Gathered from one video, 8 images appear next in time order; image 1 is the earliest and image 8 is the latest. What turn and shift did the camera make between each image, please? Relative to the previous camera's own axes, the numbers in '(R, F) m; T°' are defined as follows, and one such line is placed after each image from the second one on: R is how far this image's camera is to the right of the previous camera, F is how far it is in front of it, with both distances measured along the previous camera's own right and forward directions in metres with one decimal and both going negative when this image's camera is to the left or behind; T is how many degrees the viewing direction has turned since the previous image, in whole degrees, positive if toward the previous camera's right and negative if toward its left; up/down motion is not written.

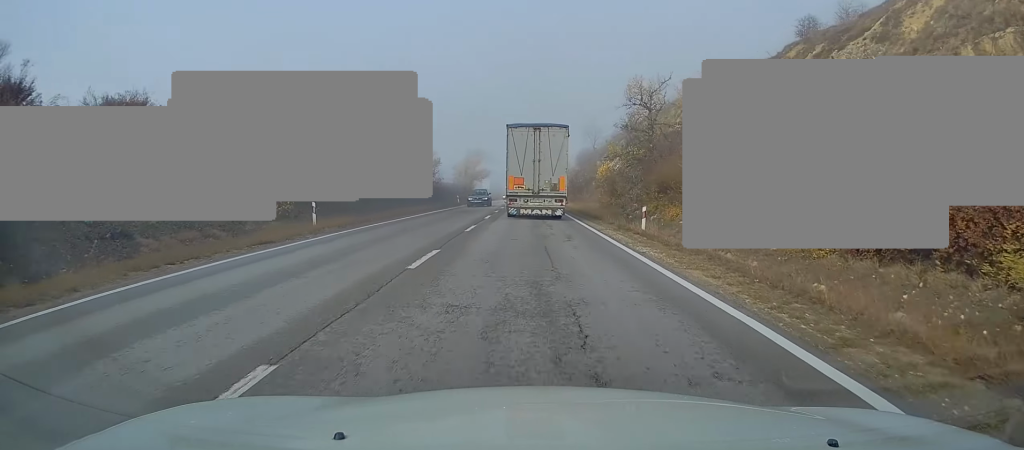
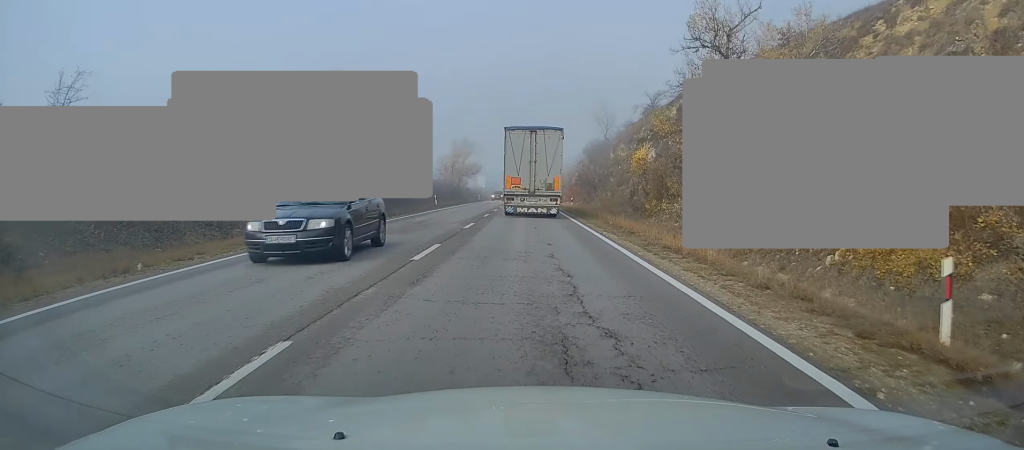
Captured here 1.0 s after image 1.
(+0.1, +16.8) m; 0°
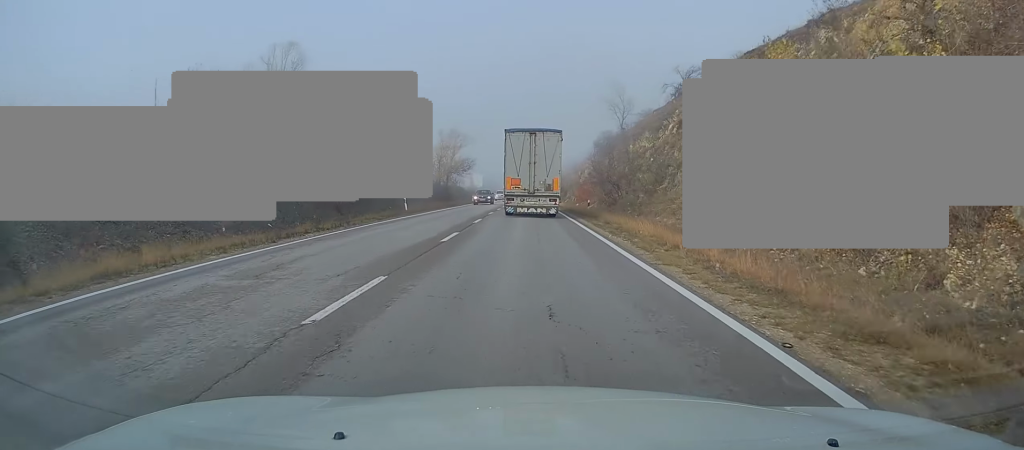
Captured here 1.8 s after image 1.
(0.0, +14.3) m; -1°
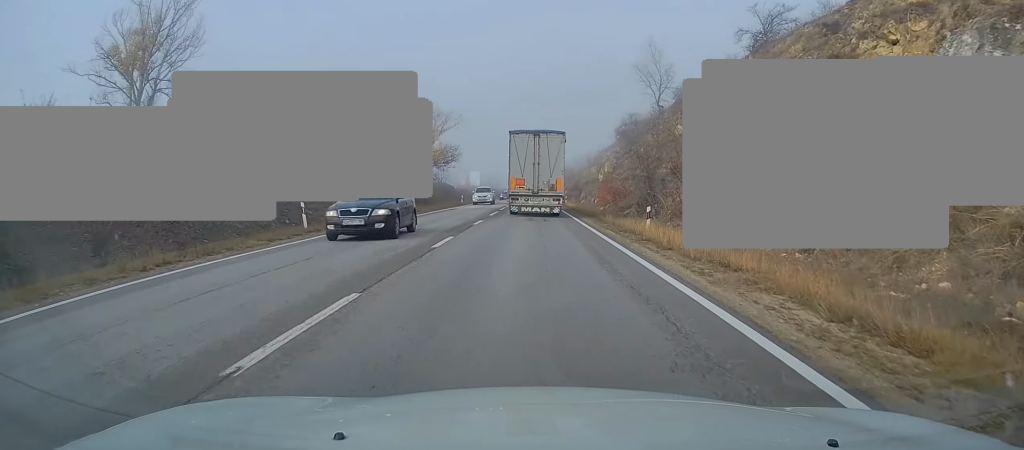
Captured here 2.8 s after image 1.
(-0.3, +19.4) m; -1°
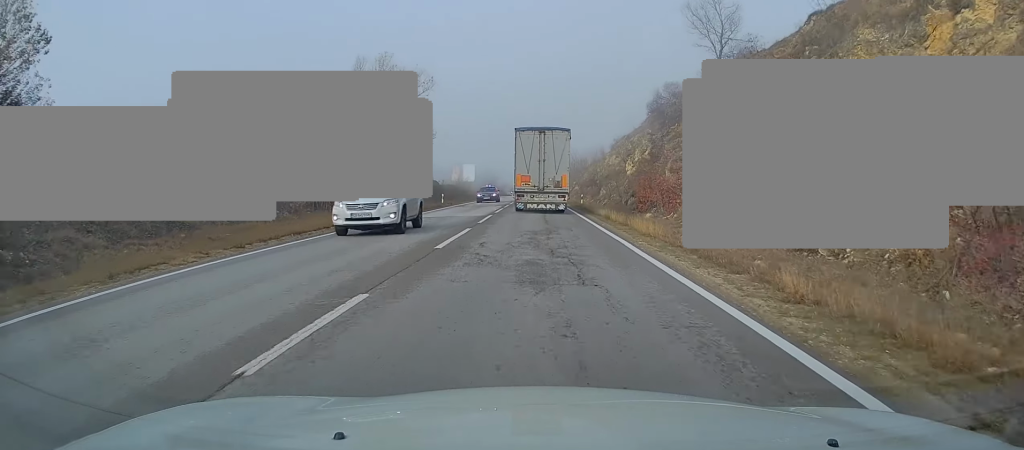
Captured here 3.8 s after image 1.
(0.0, +18.0) m; 0°
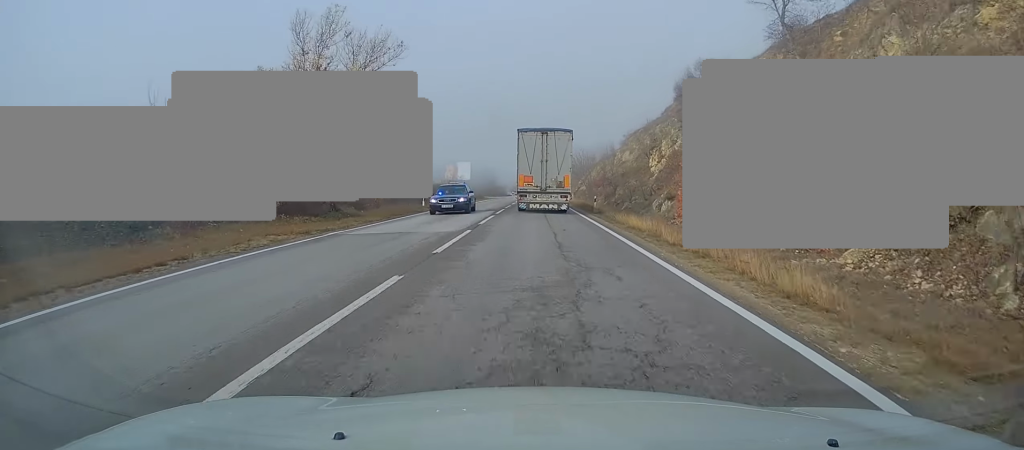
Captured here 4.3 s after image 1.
(0.0, +10.0) m; 0°
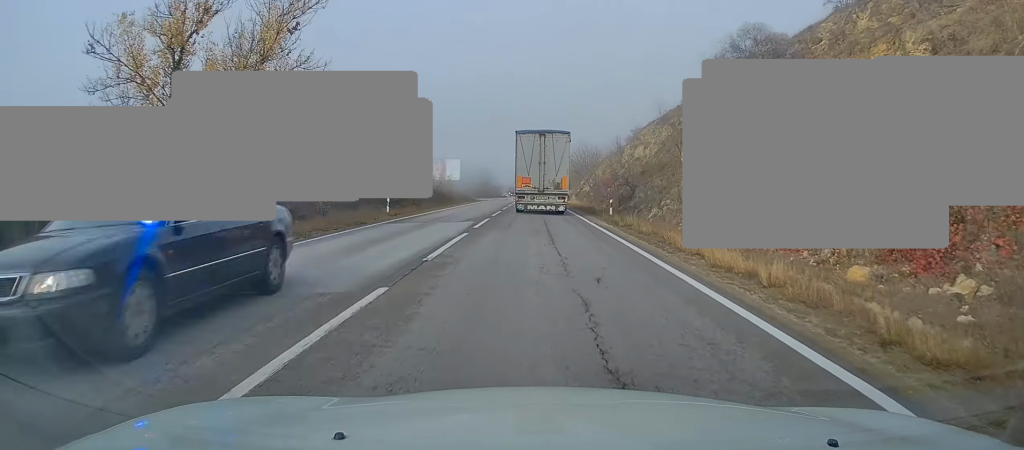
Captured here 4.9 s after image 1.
(0.0, +10.2) m; 0°
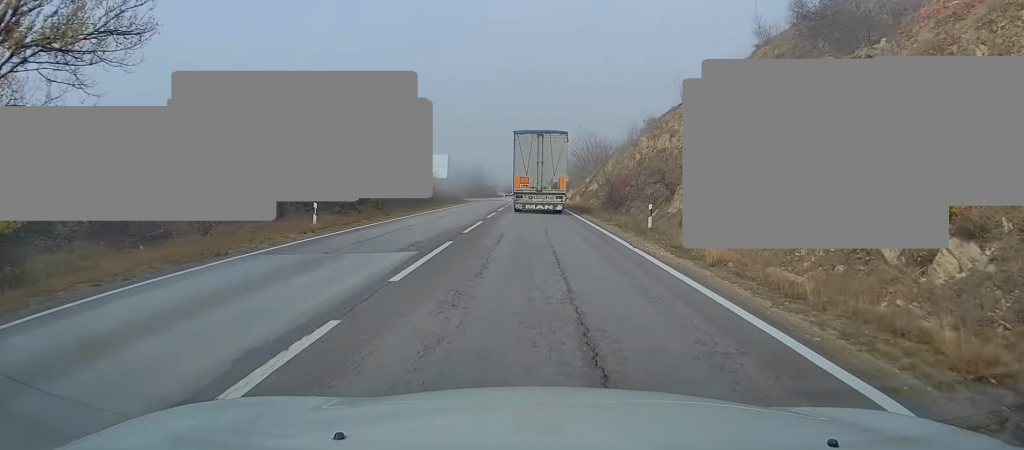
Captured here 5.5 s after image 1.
(0.0, +11.4) m; 0°
